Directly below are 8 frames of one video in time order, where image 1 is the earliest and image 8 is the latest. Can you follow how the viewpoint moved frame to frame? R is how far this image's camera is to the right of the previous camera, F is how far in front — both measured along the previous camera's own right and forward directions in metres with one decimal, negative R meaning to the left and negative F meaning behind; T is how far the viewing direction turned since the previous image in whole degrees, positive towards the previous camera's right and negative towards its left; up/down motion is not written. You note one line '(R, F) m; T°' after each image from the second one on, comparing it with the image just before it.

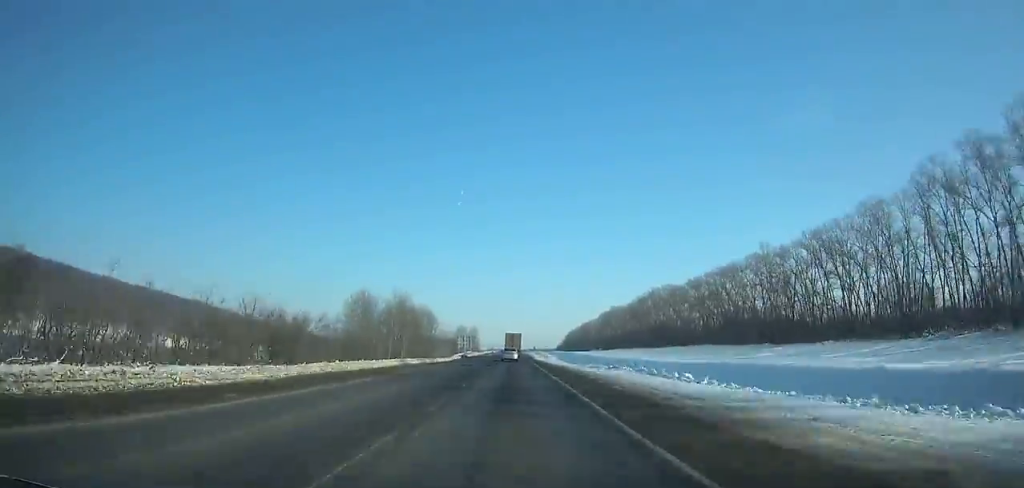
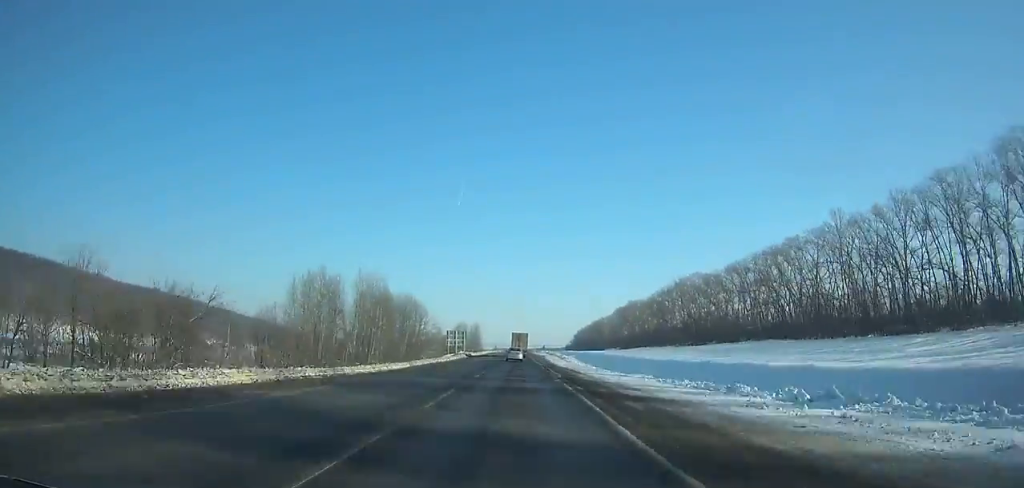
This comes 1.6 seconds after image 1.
(-0.1, +34.1) m; 0°
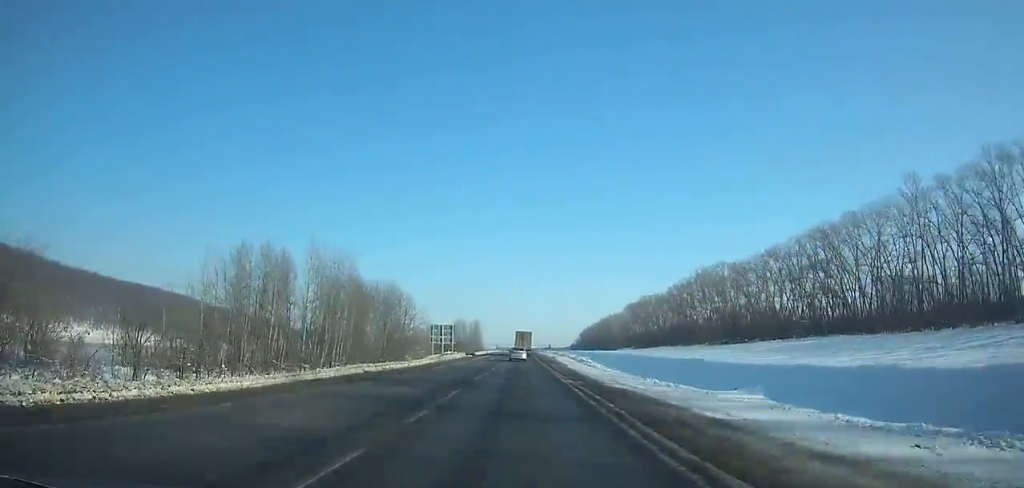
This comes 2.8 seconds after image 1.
(-0.1, +25.2) m; 0°
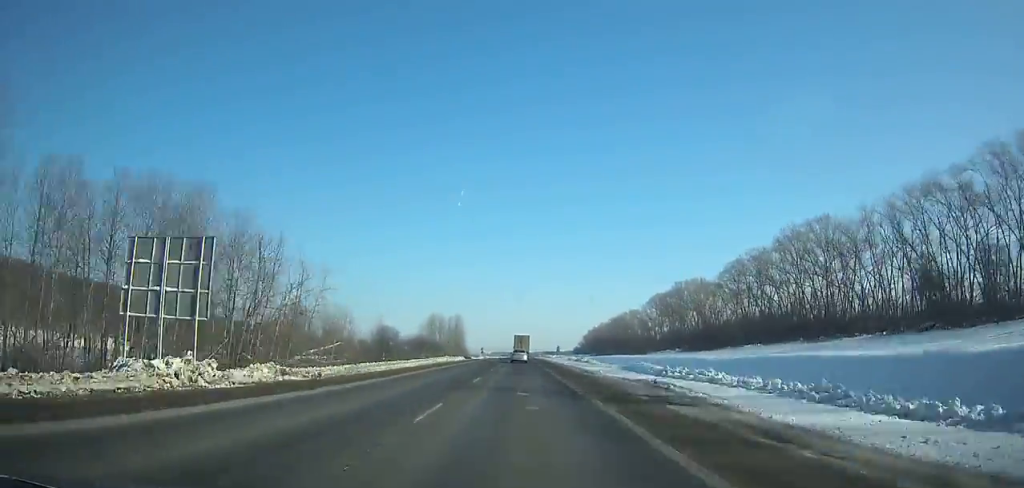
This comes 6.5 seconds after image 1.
(0.0, +76.9) m; 0°
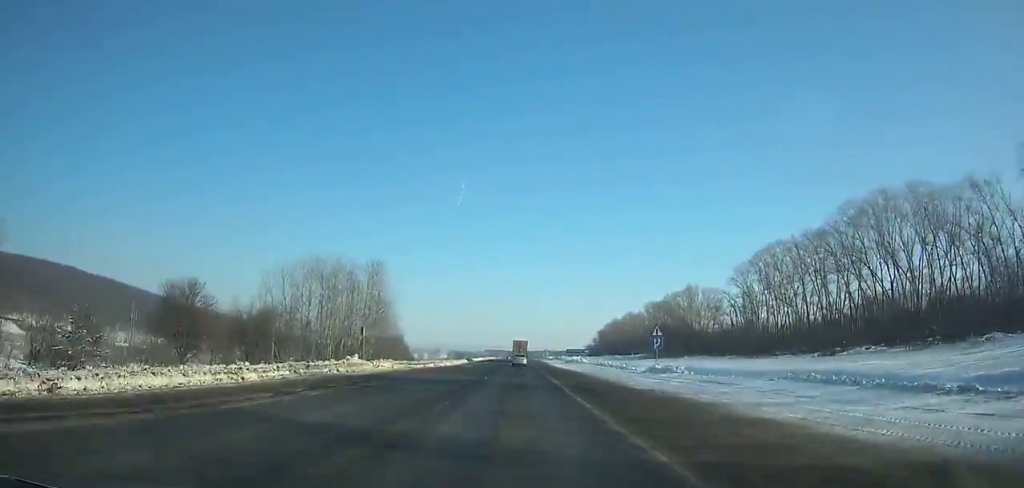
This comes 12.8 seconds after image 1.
(+0.3, +131.8) m; 0°
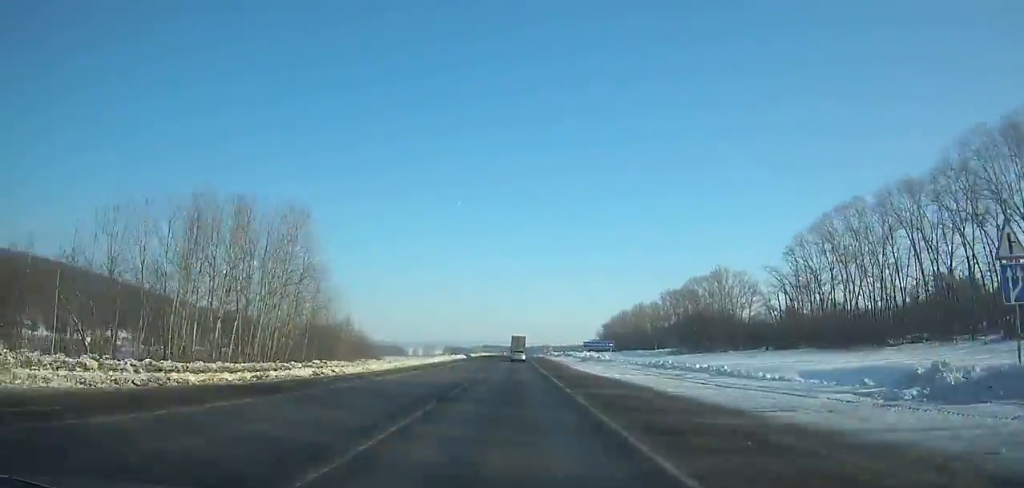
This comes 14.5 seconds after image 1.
(0.0, +36.8) m; 0°
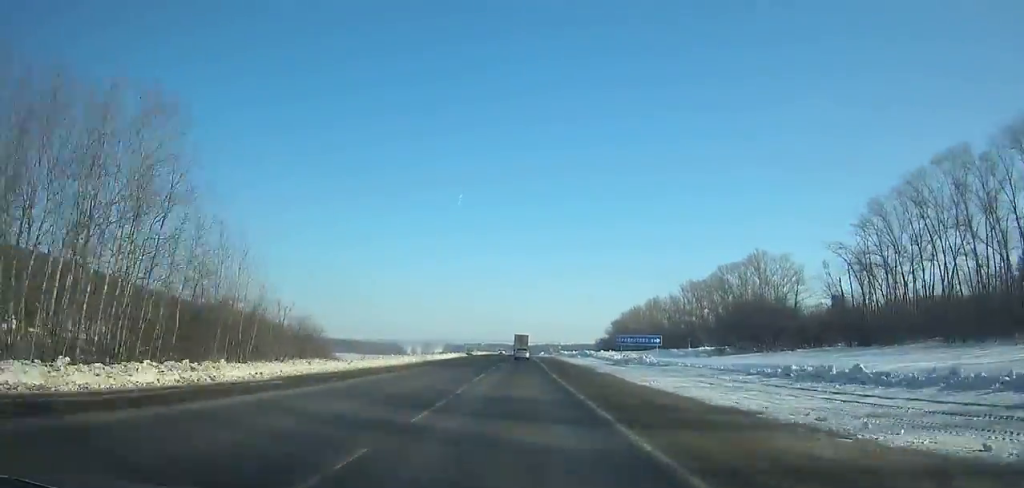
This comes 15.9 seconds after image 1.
(0.0, +30.4) m; 0°
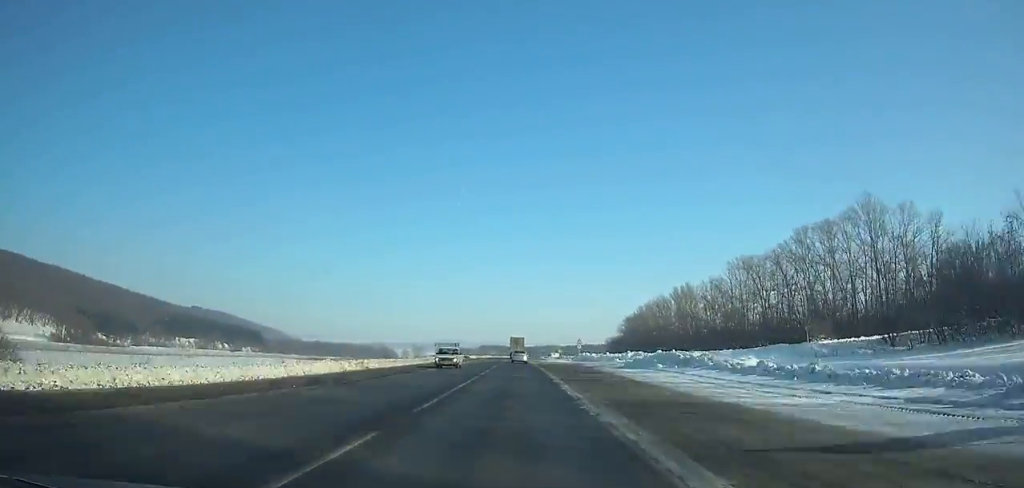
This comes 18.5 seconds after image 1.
(+0.1, +57.6) m; 0°
